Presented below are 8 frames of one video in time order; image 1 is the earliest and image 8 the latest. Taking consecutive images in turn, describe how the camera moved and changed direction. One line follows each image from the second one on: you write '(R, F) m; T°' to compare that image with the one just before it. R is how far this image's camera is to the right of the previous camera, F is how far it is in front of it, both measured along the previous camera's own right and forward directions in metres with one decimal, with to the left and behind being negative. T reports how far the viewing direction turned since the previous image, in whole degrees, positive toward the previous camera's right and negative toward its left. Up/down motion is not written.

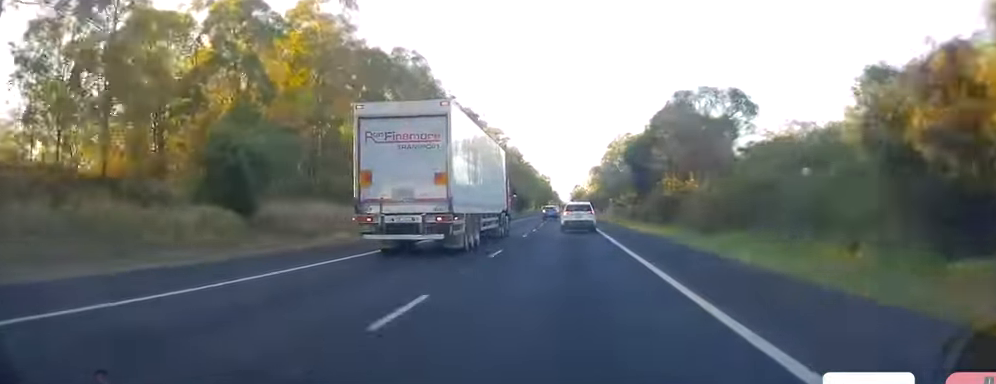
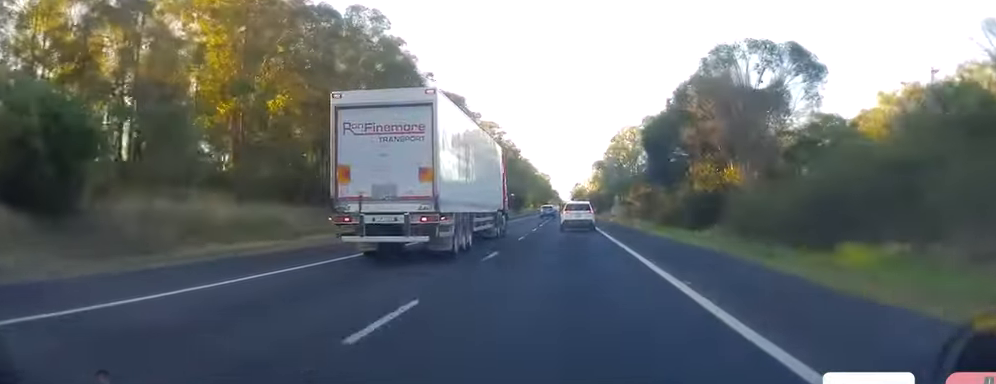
(0.0, +12.7) m; 0°
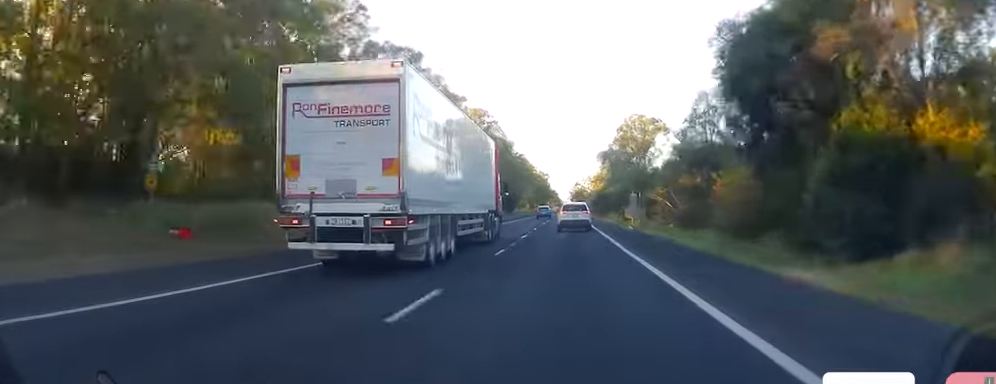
(0.0, +22.4) m; 0°
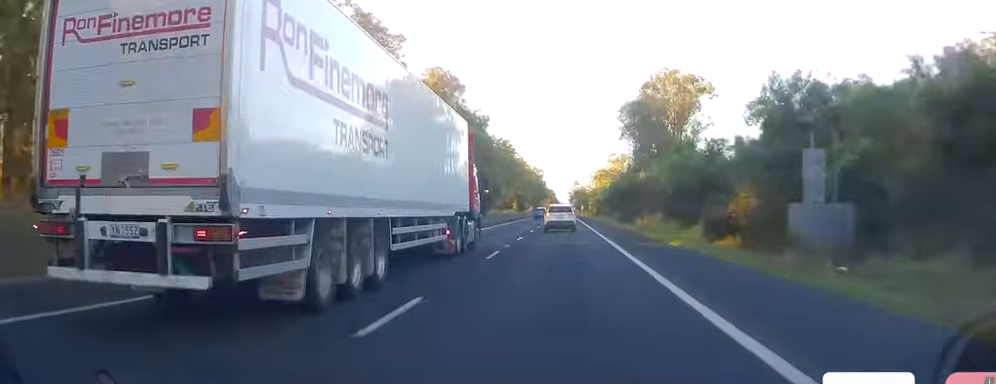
(-0.4, +48.9) m; -1°
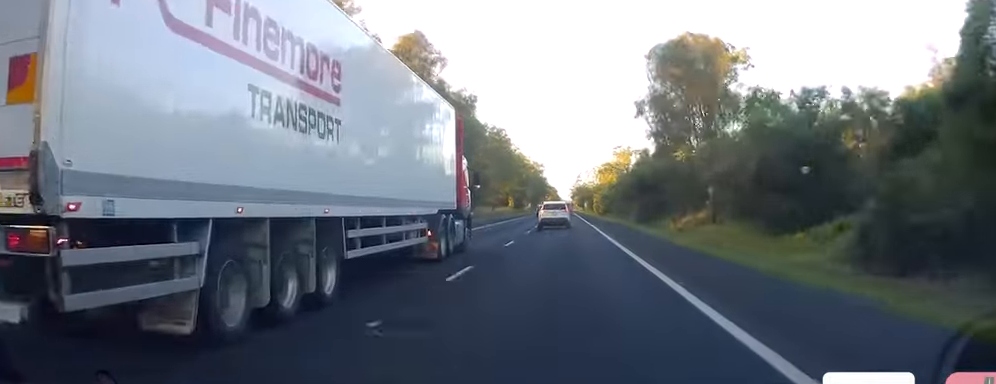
(-0.1, +18.6) m; 0°
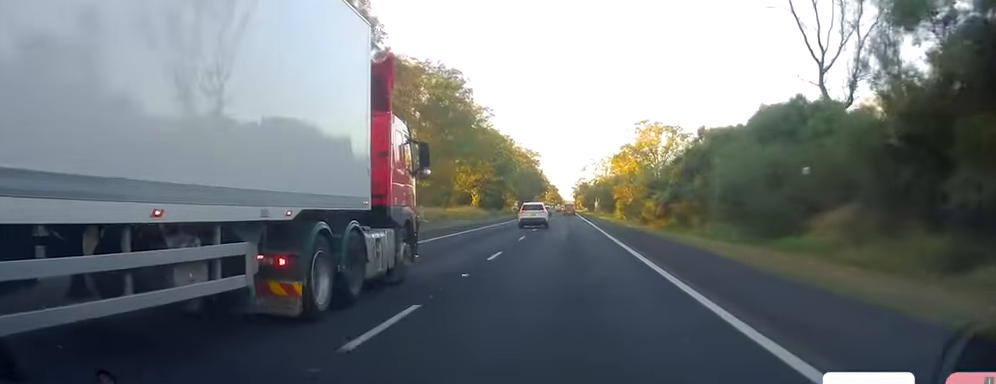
(+0.4, +66.2) m; 0°
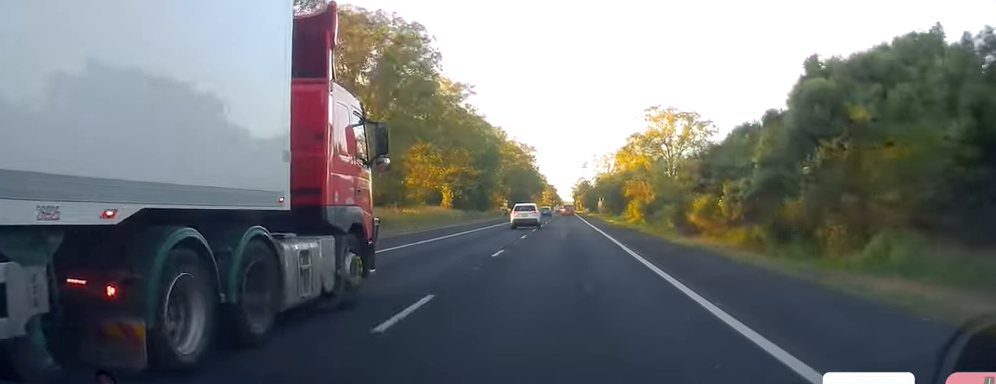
(-0.3, +22.2) m; -1°
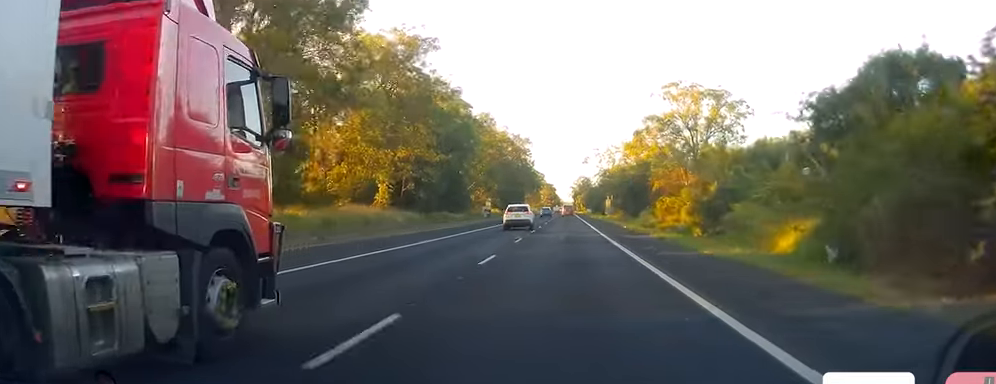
(-0.3, +26.0) m; 0°
